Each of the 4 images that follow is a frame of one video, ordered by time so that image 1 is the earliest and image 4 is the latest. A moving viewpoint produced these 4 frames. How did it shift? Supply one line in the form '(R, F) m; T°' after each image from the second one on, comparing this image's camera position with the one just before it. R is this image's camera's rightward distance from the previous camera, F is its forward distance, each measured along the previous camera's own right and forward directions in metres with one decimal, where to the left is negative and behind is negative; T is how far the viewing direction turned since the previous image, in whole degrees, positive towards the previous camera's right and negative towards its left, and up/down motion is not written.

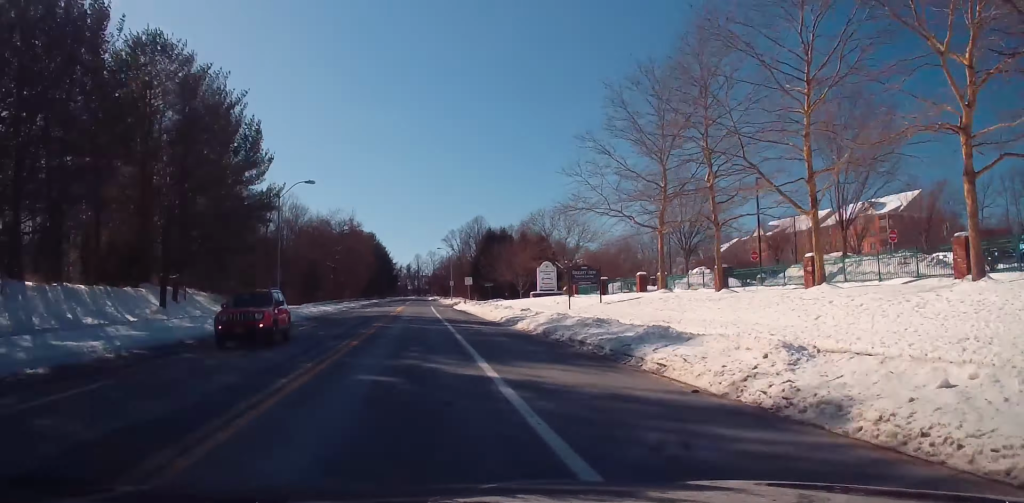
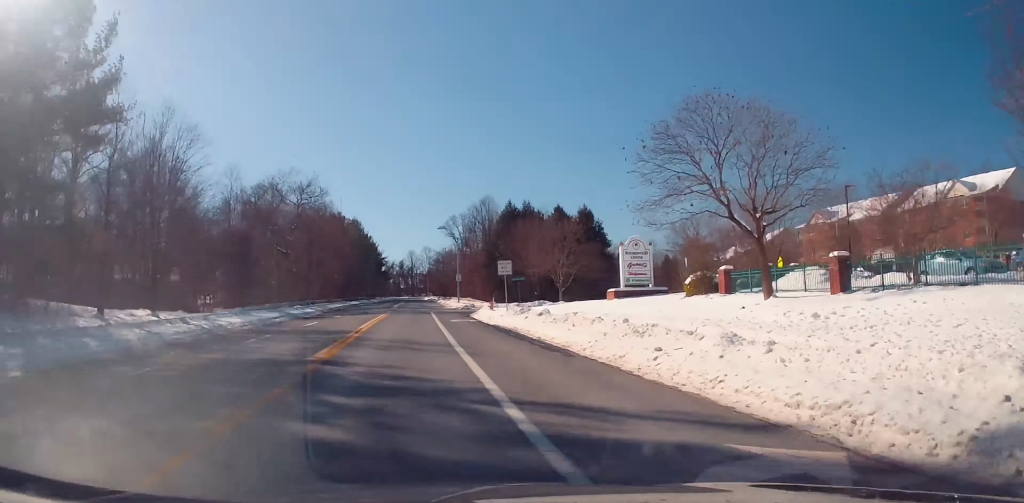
(+0.1, +31.7) m; 0°
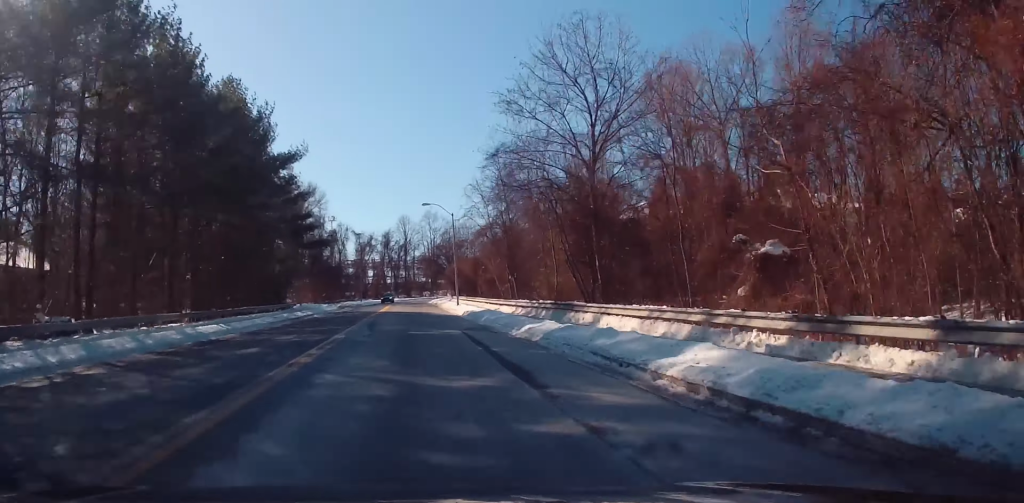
(-1.3, +136.9) m; 0°
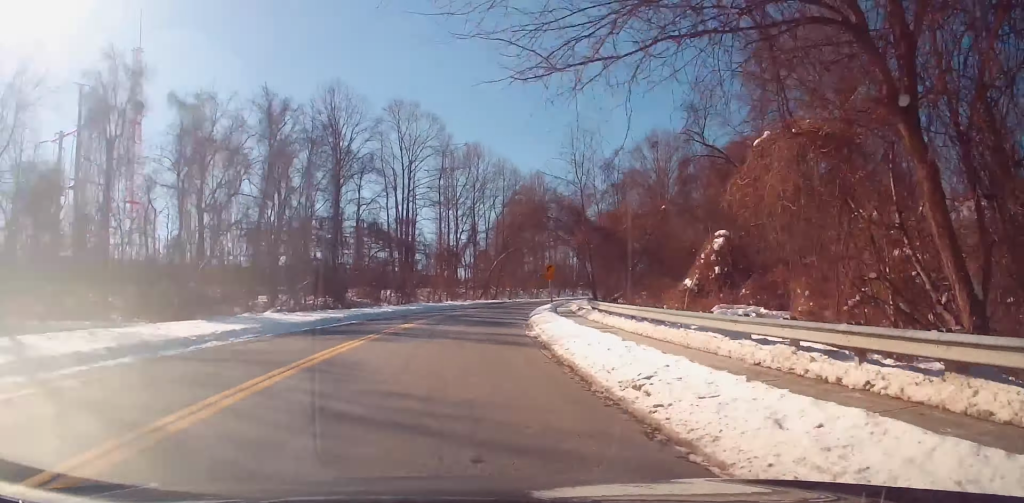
(+3.2, +112.5) m; +8°
